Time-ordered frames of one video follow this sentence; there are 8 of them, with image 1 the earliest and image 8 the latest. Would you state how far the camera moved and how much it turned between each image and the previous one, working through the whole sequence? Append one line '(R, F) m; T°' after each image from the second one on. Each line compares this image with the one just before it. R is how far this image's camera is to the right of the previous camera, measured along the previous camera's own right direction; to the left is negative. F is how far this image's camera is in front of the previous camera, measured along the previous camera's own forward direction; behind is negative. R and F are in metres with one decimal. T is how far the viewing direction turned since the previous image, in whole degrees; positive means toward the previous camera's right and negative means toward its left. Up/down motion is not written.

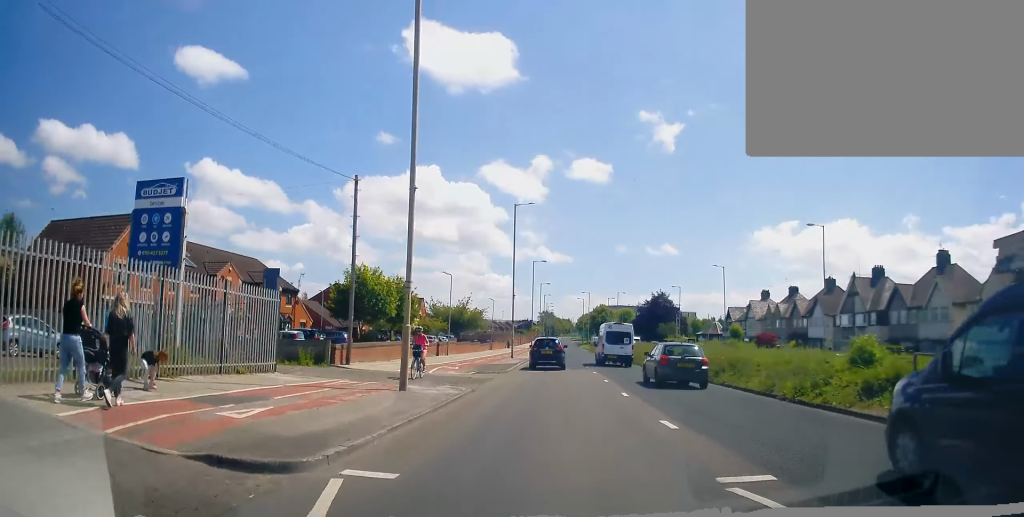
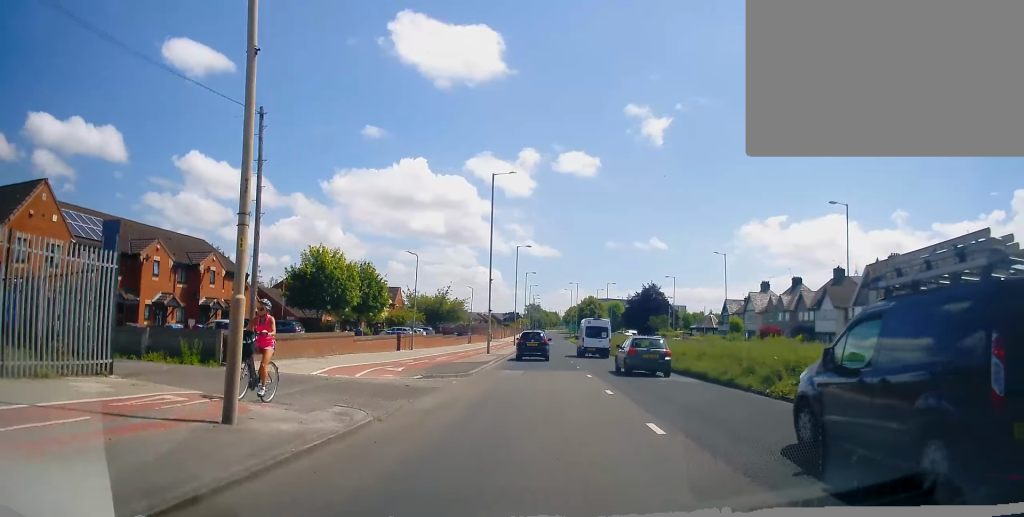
(0.0, +7.1) m; -1°
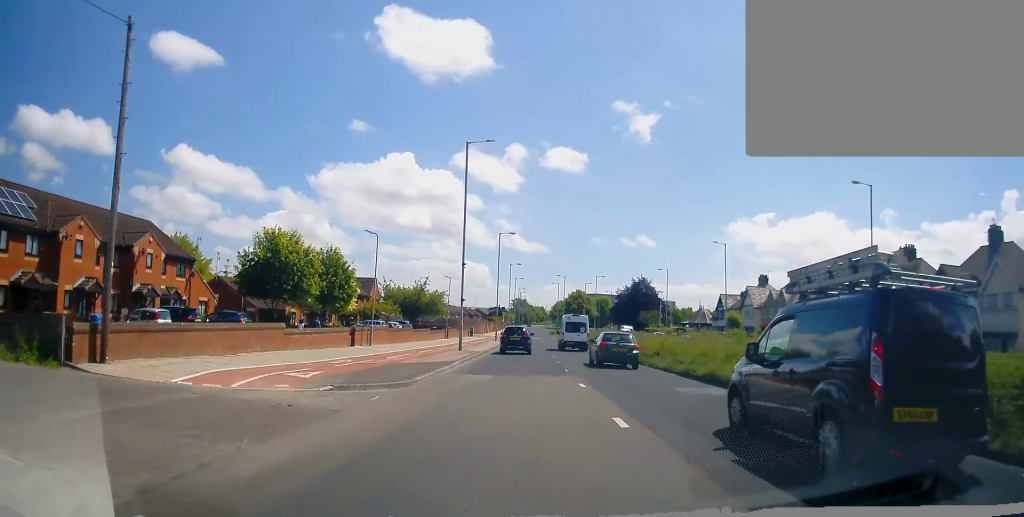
(0.0, +5.7) m; 0°
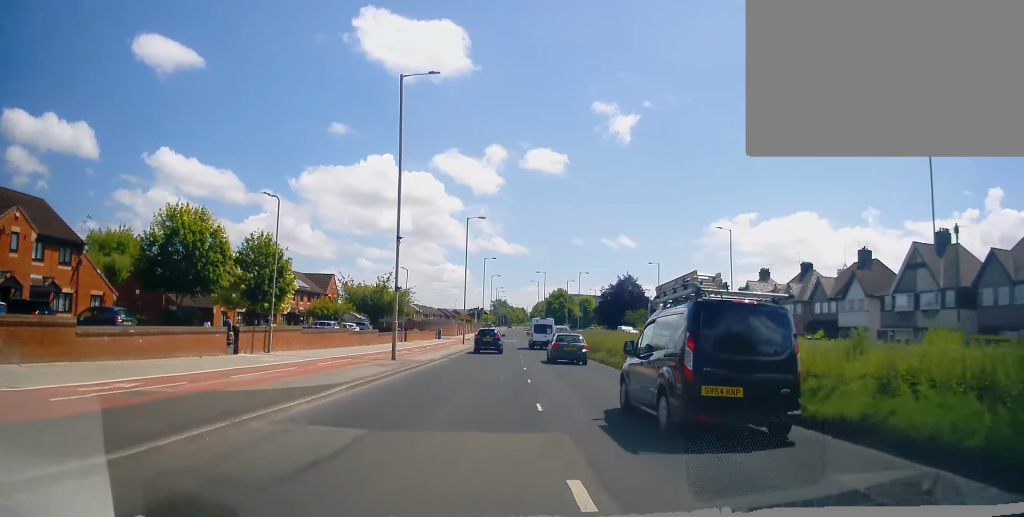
(+0.1, +10.1) m; +2°
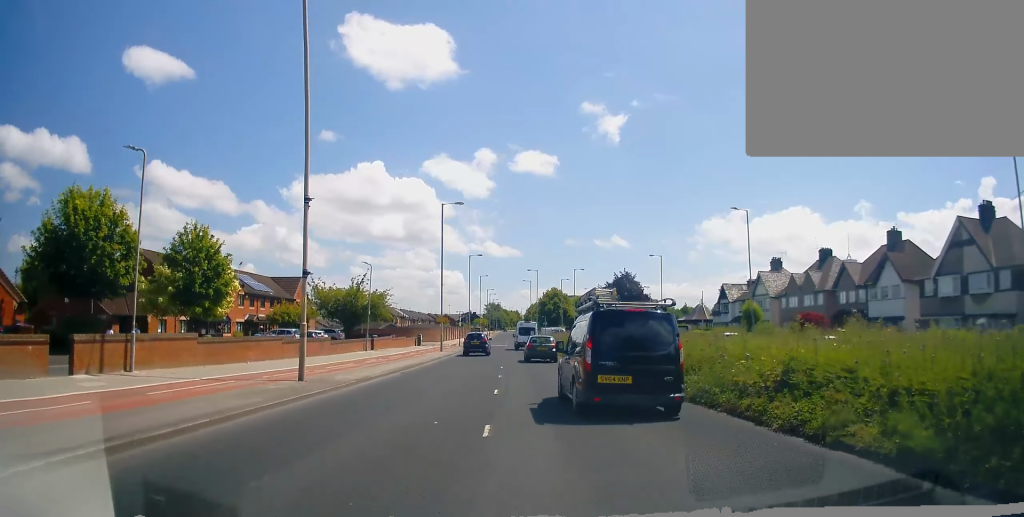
(+0.3, +8.5) m; +1°
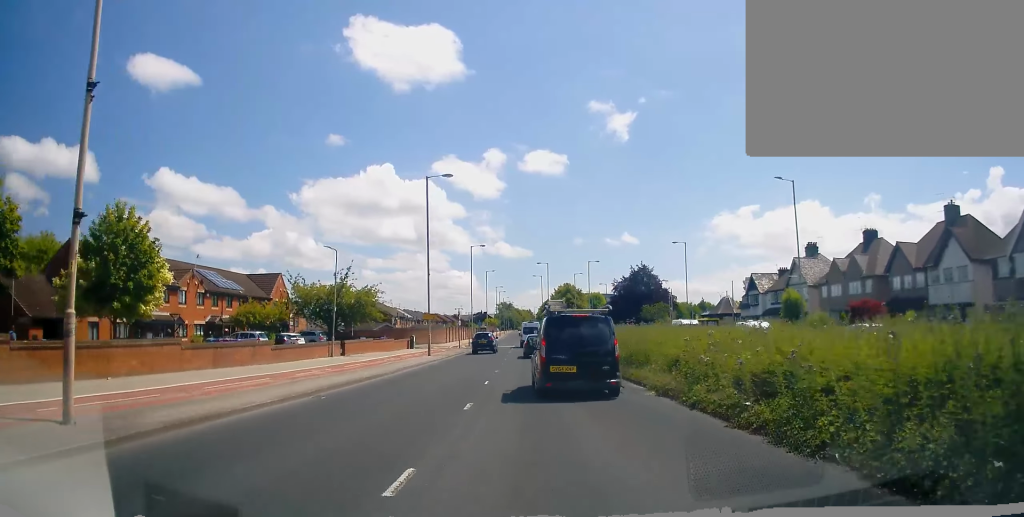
(-0.1, +9.2) m; -1°
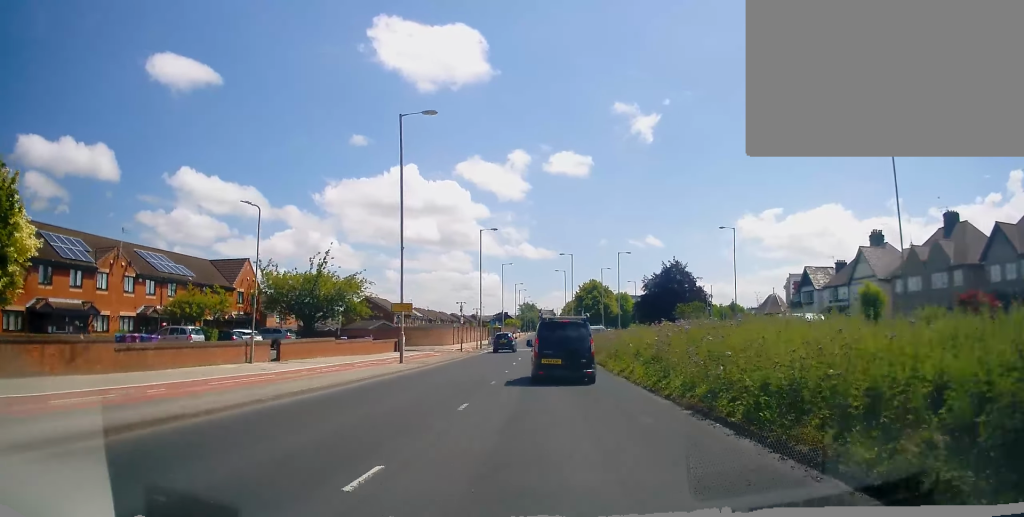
(-0.2, +12.3) m; -2°
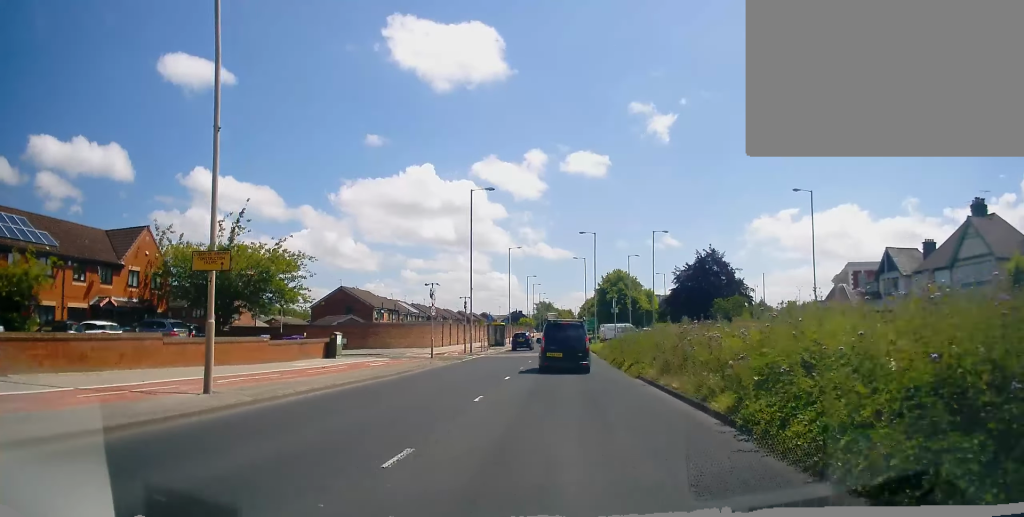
(-0.4, +17.2) m; -2°
